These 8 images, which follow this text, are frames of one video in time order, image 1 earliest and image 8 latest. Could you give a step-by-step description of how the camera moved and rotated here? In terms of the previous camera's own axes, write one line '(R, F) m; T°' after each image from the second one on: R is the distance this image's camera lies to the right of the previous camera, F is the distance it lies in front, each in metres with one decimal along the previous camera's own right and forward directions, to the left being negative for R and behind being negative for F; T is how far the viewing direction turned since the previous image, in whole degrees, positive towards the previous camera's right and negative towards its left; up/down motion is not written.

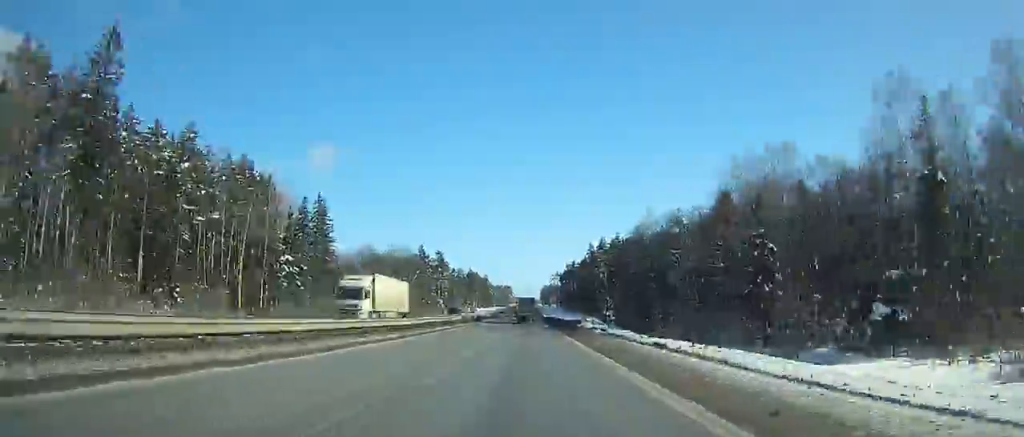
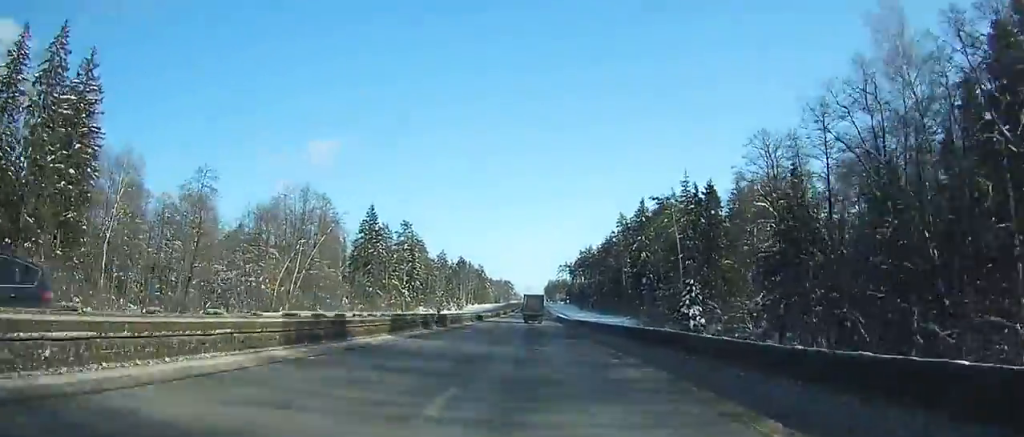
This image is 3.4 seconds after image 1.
(-0.4, +76.9) m; 0°
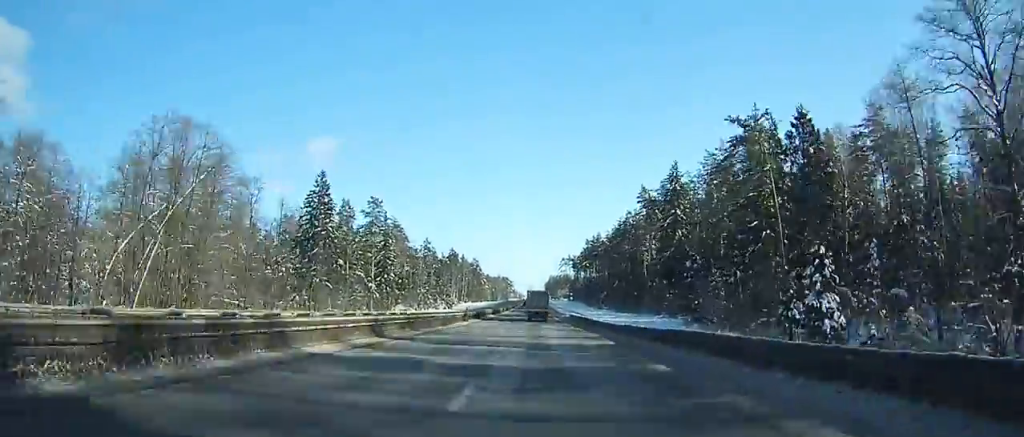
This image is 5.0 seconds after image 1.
(+0.1, +35.7) m; 0°
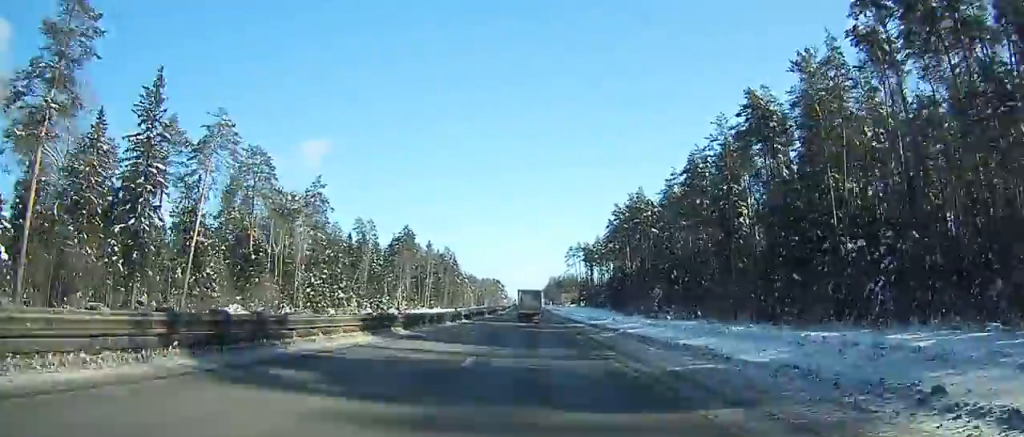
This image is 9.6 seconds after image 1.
(+0.9, +101.7) m; +1°
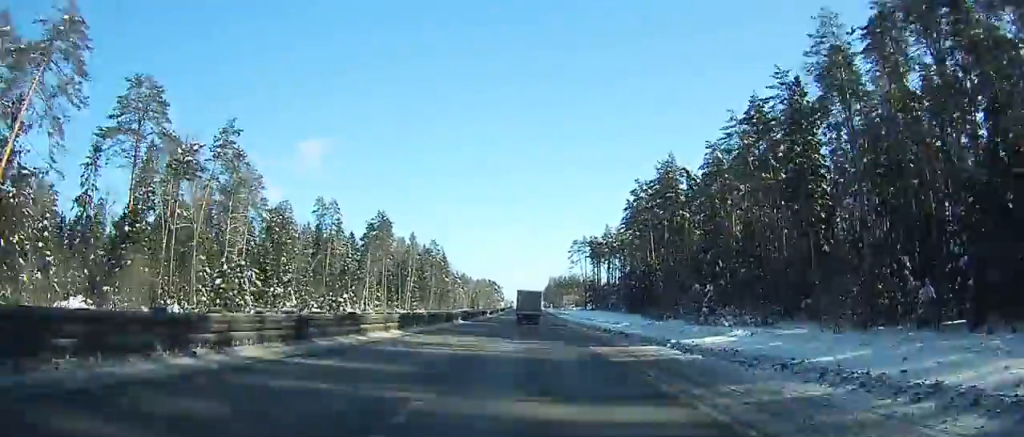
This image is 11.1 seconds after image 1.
(+0.4, +32.7) m; 0°
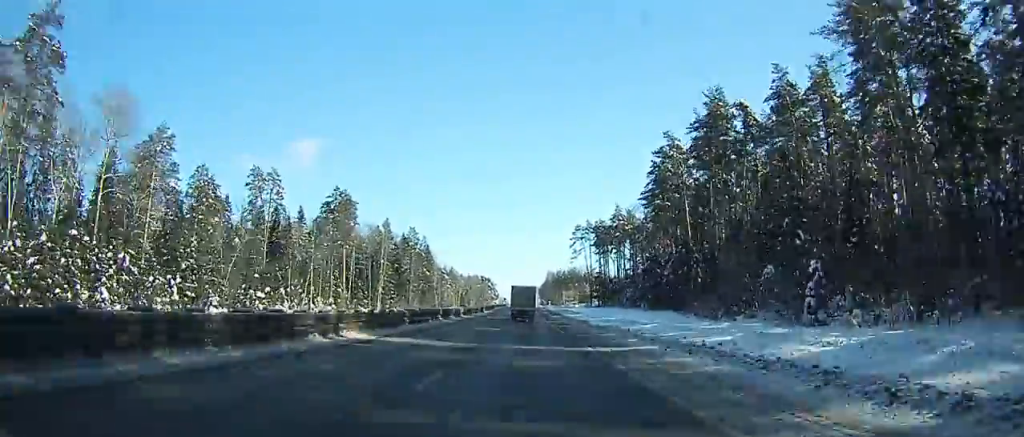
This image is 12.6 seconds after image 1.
(0.0, +32.3) m; 0°
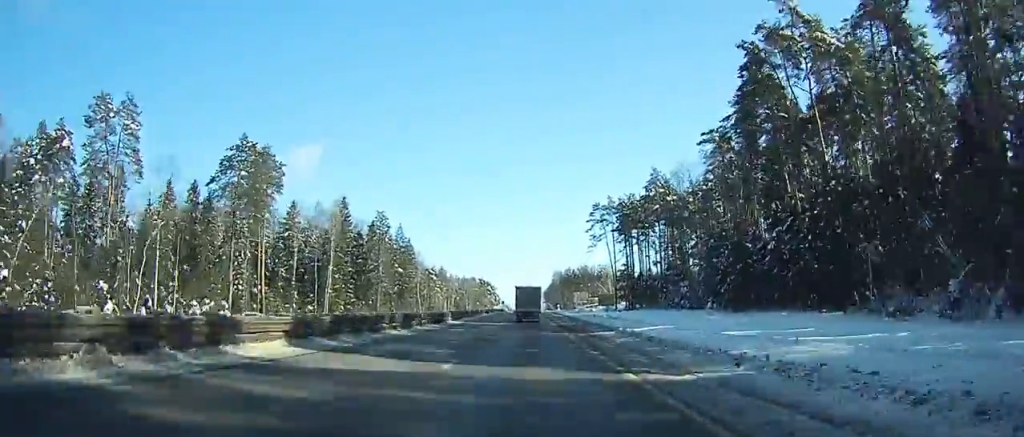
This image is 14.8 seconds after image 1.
(-0.5, +46.7) m; -1°
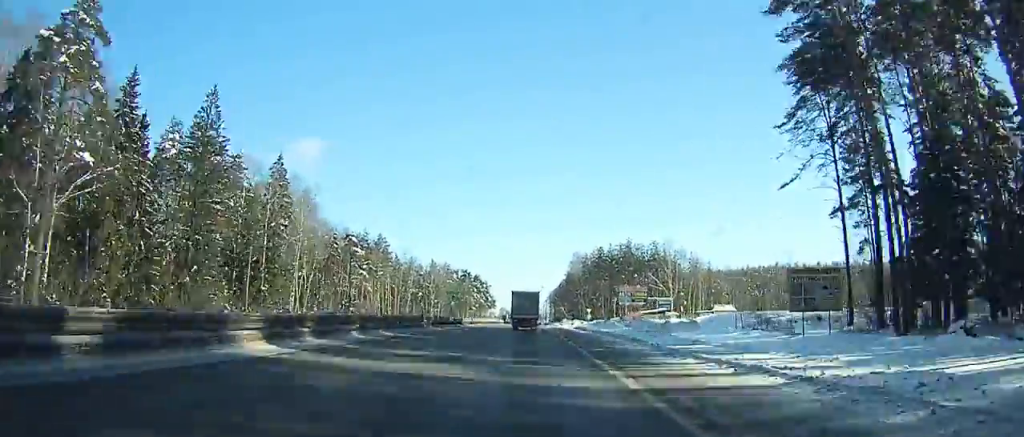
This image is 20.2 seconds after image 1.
(-0.2, +106.1) m; 0°
